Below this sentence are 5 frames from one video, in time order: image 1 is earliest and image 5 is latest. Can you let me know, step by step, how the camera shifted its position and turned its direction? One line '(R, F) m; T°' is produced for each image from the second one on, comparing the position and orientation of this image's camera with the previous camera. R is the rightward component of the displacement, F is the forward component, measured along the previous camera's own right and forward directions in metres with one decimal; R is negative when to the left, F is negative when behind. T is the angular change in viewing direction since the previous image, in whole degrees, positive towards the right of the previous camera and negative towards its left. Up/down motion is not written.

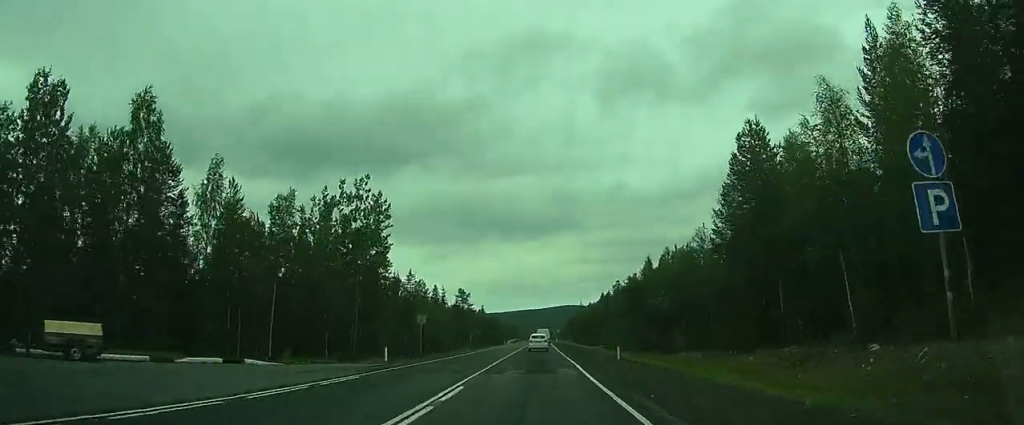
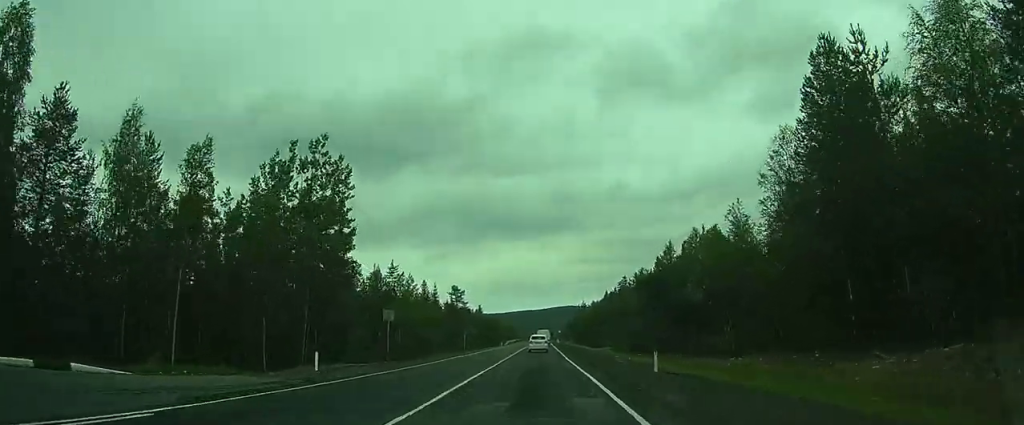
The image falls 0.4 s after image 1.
(+0.1, +9.7) m; 0°
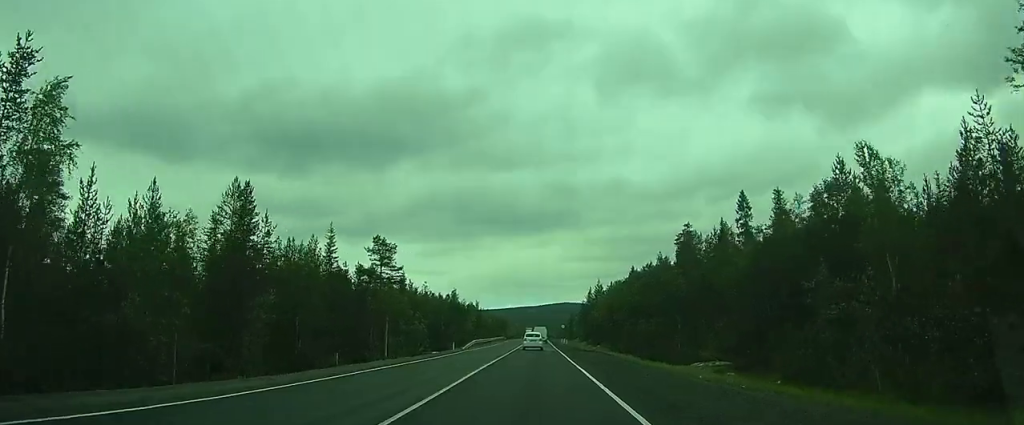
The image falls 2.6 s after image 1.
(-1.0, +53.1) m; -2°
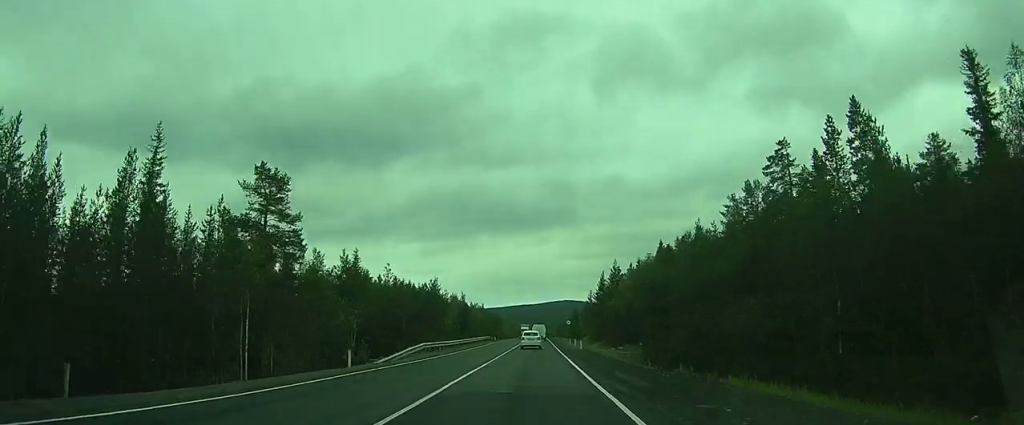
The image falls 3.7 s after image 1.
(-0.2, +27.3) m; 0°
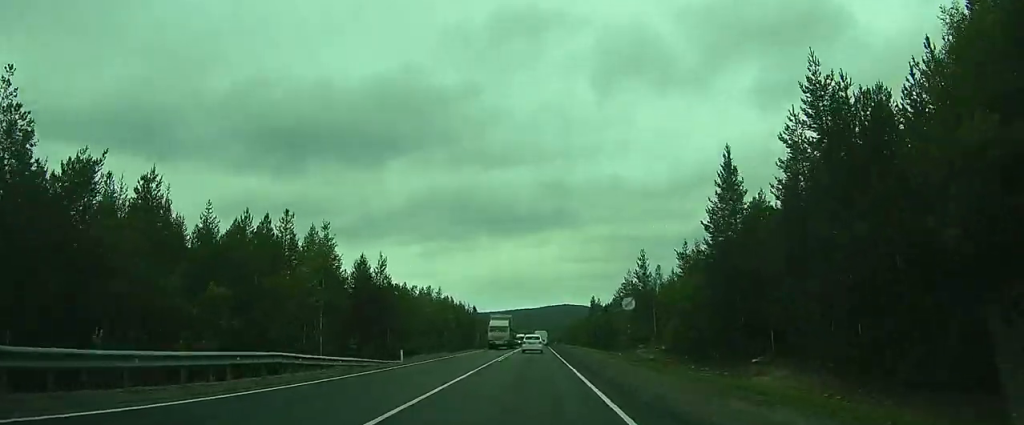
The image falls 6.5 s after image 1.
(0.0, +67.1) m; +1°
